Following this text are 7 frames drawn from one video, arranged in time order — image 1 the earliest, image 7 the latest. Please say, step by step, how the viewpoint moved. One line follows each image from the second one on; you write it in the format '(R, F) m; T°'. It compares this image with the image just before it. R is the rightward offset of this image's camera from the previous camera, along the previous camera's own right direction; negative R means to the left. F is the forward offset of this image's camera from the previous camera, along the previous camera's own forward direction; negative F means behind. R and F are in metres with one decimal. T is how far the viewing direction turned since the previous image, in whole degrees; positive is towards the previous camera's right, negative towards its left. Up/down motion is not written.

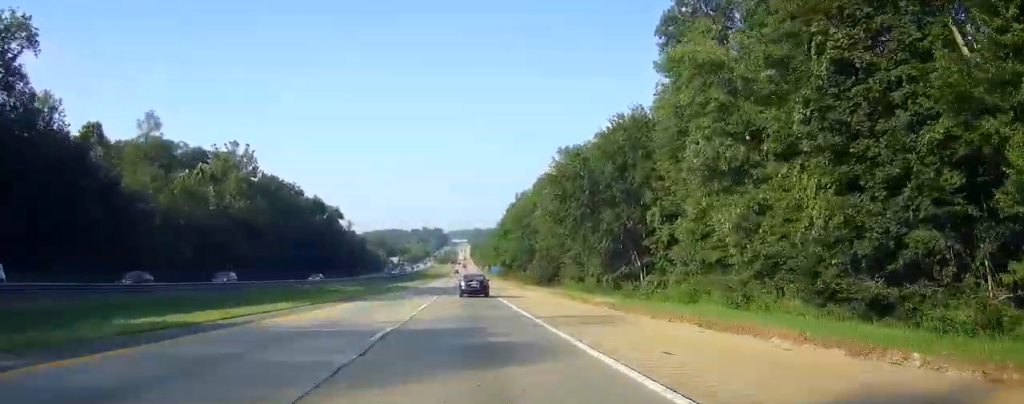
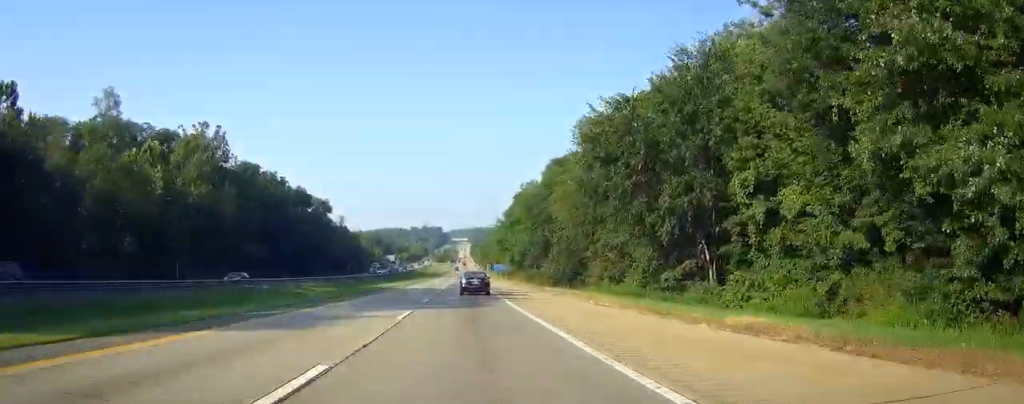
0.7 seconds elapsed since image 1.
(+0.2, +19.6) m; 0°
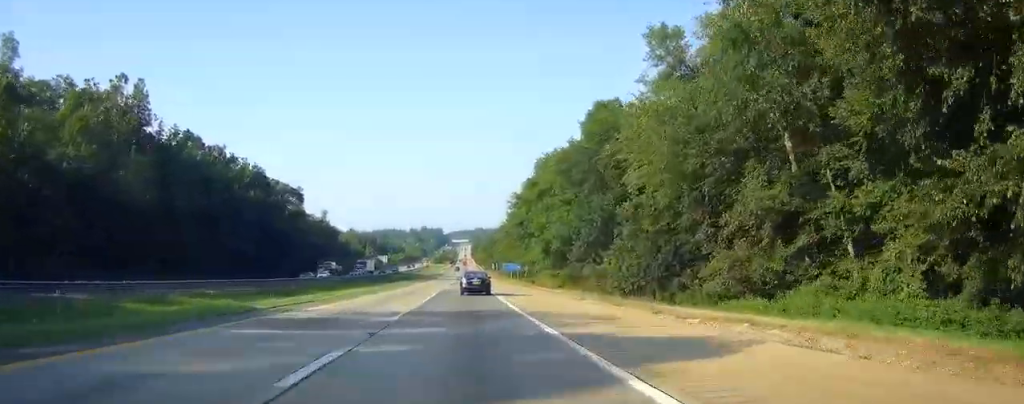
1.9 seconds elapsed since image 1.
(+0.1, +37.1) m; 0°
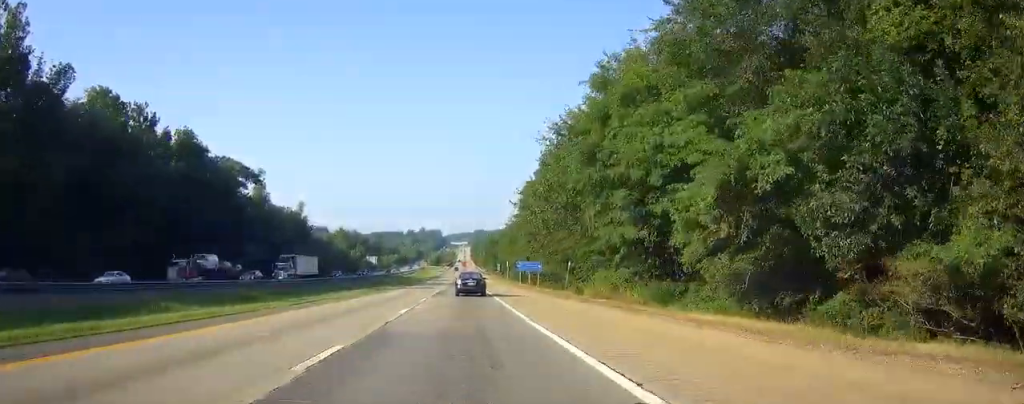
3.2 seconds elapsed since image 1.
(0.0, +35.9) m; 0°
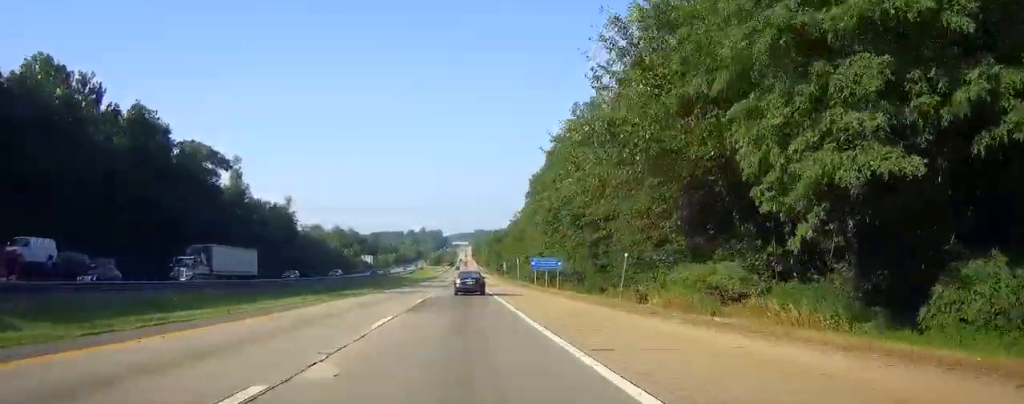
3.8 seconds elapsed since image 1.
(0.0, +17.4) m; 0°
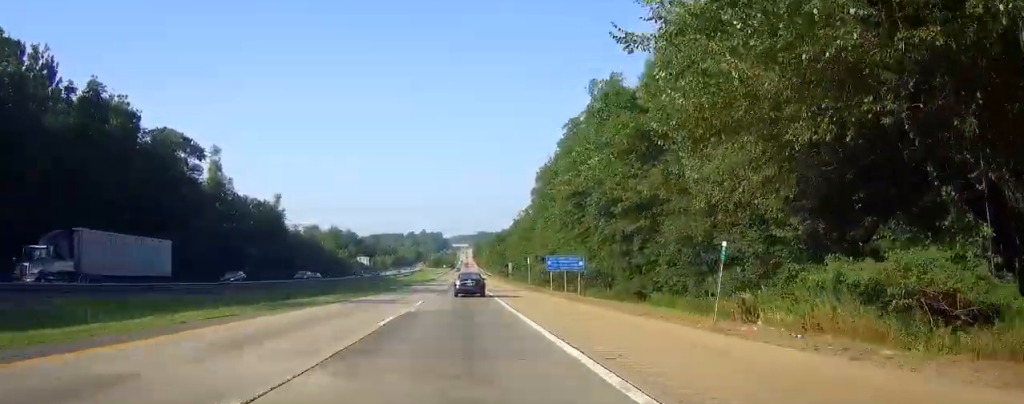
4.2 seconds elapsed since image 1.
(0.0, +12.6) m; 0°
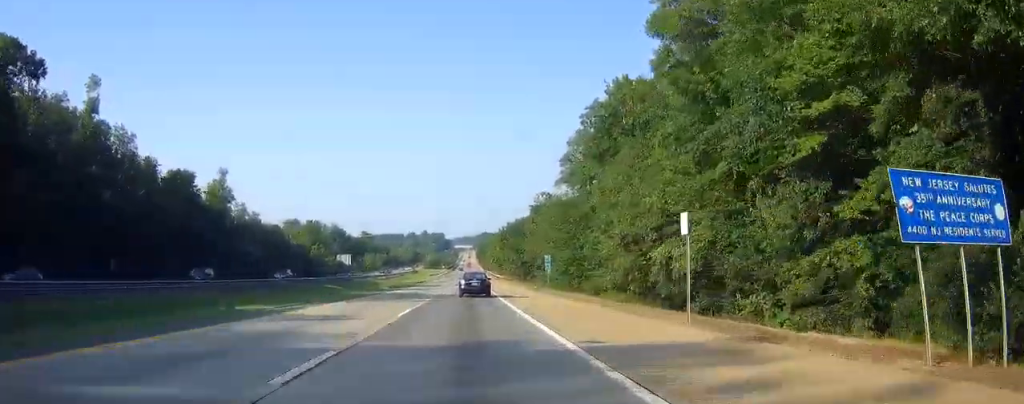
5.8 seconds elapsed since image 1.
(0.0, +46.4) m; 0°
